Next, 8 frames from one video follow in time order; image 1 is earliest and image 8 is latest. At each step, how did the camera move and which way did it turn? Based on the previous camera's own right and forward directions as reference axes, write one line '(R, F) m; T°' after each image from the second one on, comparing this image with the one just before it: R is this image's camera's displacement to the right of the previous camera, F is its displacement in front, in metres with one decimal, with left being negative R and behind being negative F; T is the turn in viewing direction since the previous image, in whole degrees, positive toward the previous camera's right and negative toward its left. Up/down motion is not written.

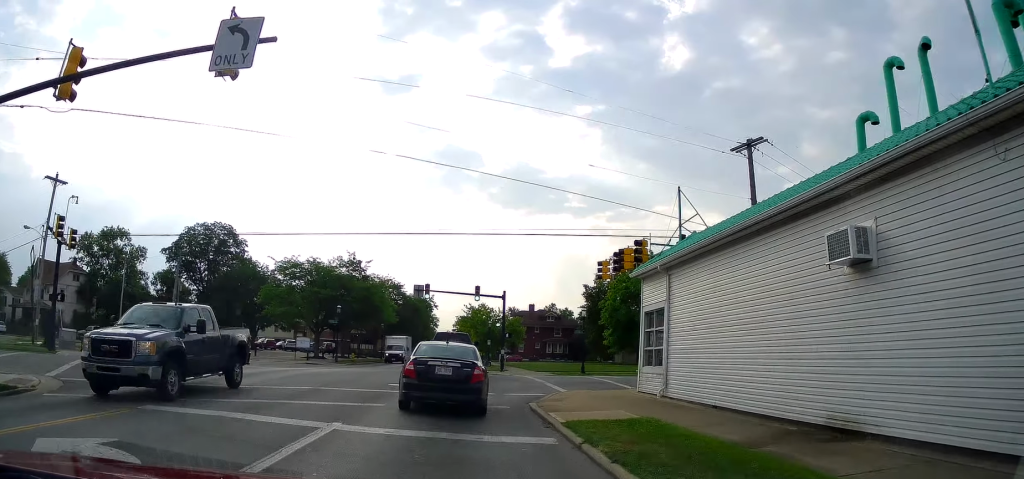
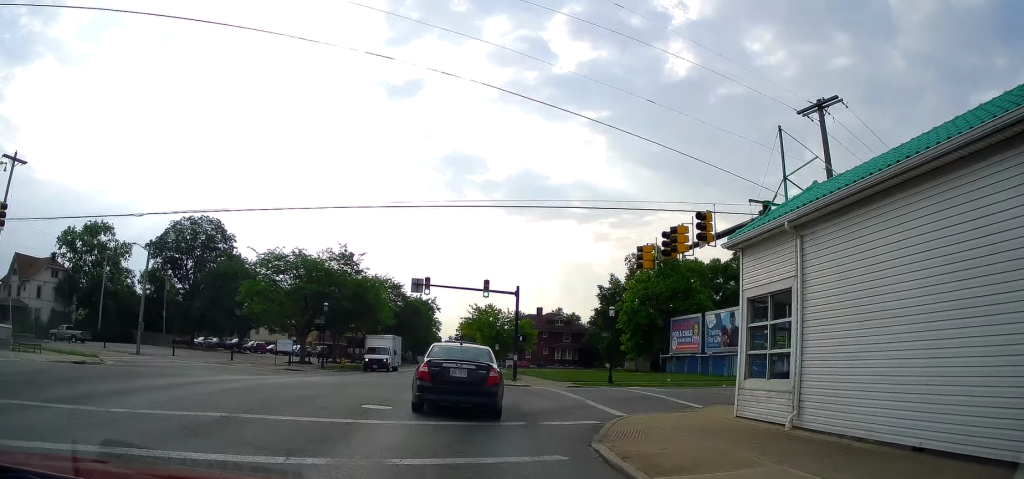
(0.0, +5.8) m; 0°
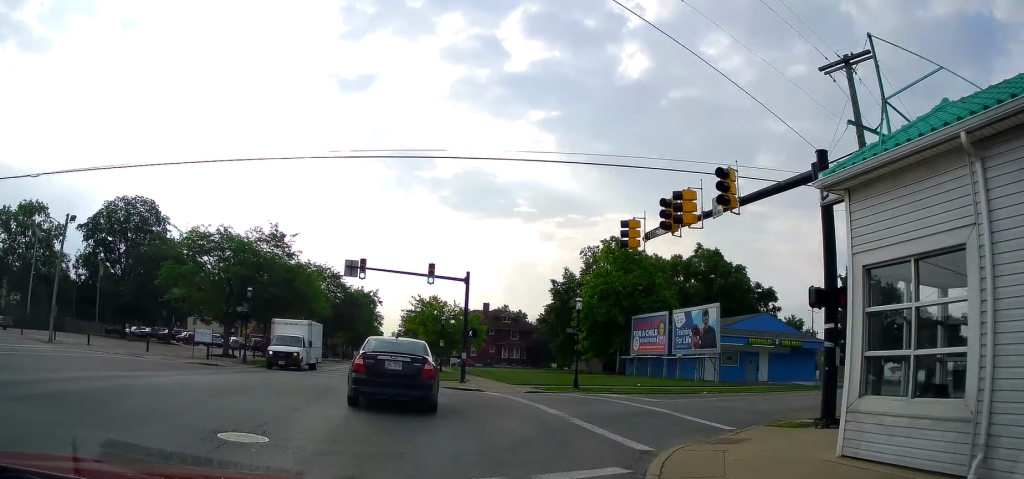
(-0.3, +5.1) m; +2°
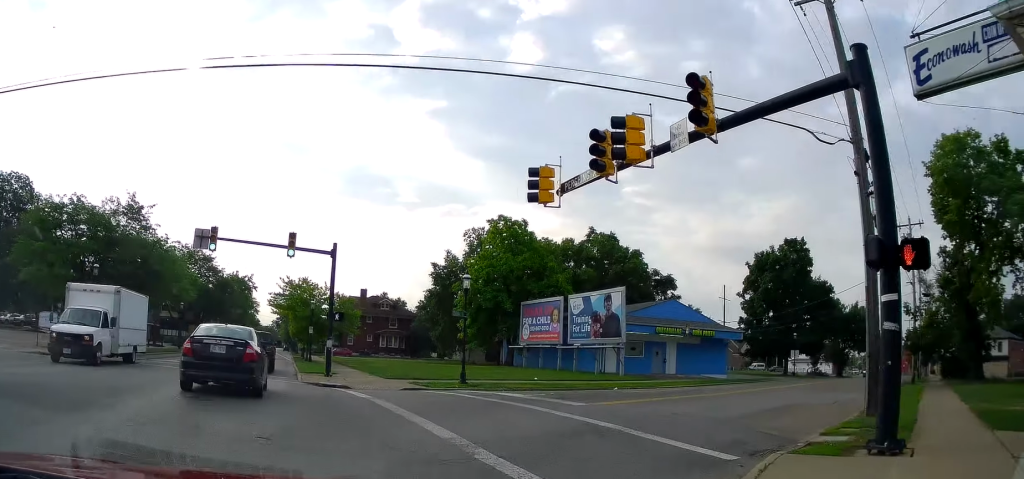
(+0.5, +5.3) m; +3°
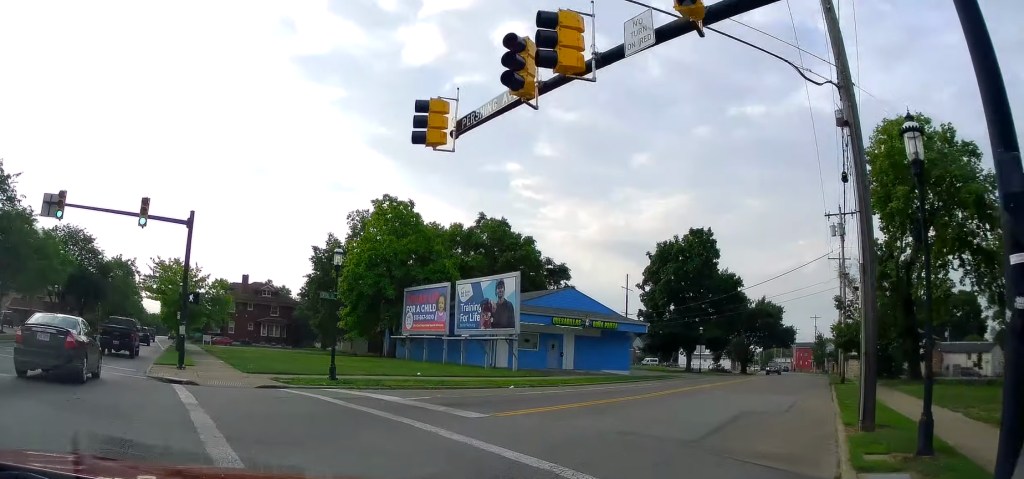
(+0.1, +4.0) m; +3°
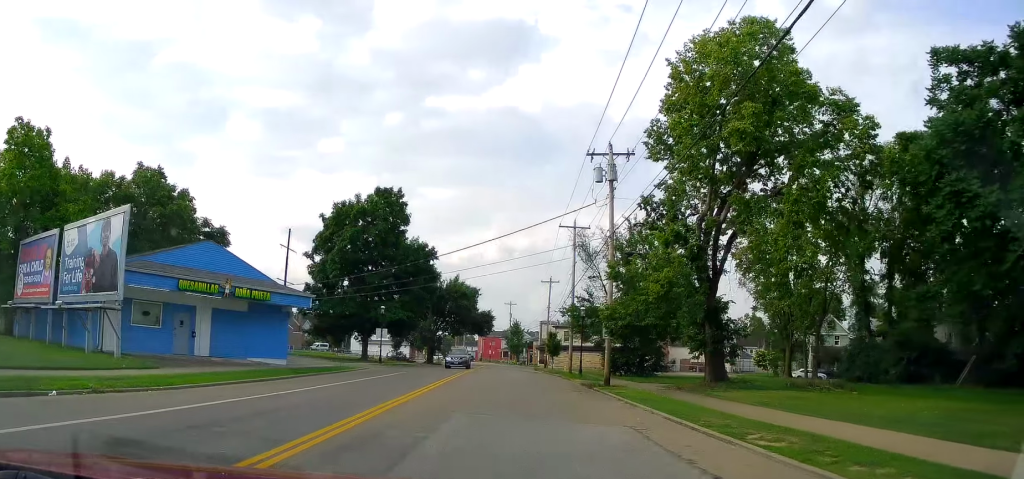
(+0.9, +12.0) m; +17°
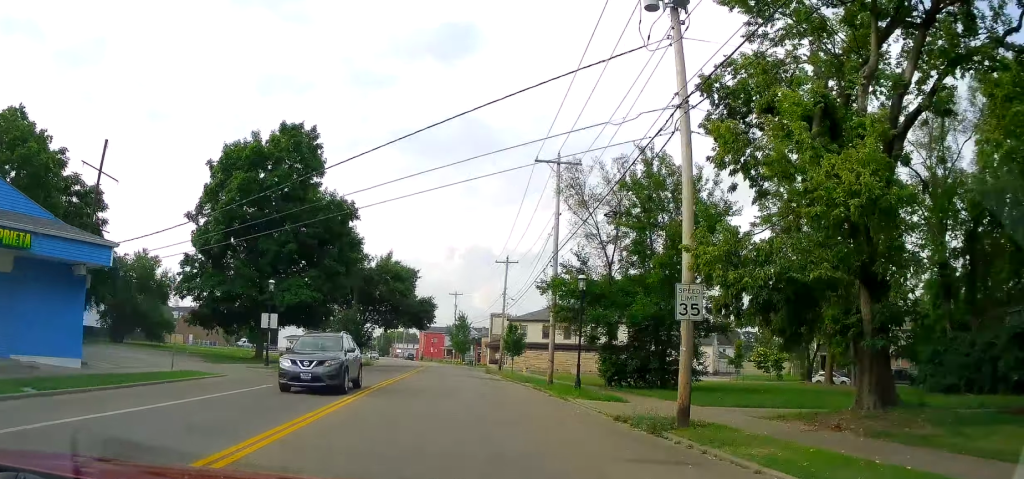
(+3.3, +13.2) m; +24°
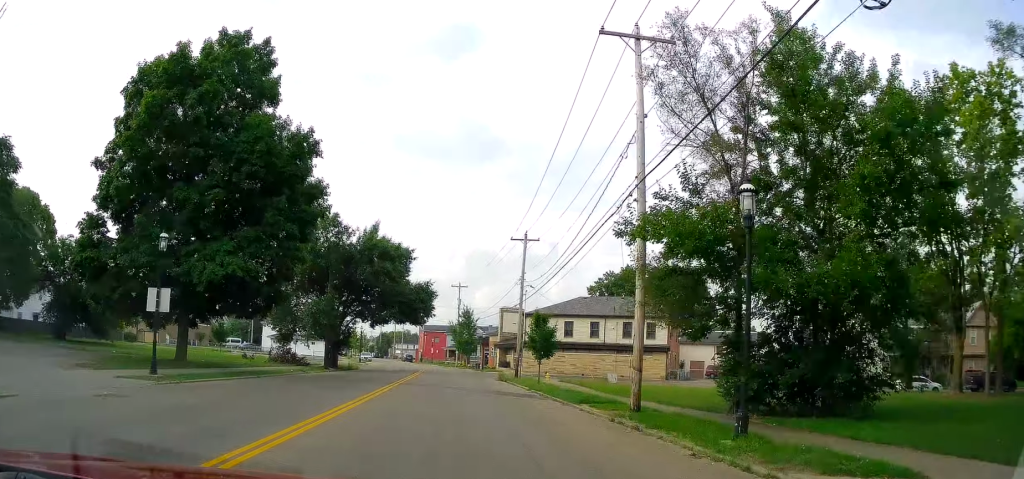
(+0.9, +11.9) m; +6°
